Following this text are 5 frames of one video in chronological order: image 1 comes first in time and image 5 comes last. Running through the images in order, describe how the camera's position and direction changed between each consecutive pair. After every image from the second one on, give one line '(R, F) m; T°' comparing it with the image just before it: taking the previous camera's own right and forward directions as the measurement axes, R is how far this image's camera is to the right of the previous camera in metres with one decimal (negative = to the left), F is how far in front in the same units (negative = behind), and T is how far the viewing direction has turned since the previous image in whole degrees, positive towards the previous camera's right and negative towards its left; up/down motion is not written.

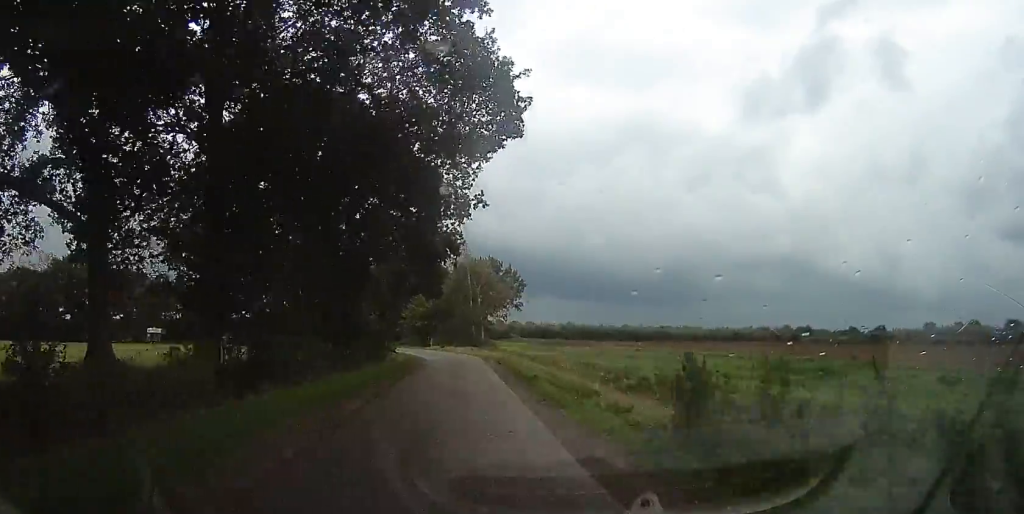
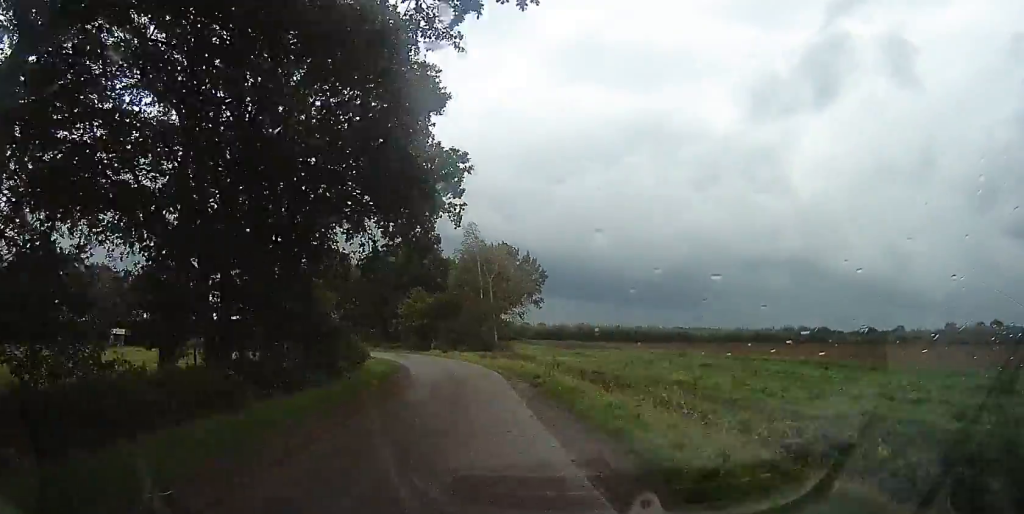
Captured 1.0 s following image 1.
(0.0, +13.5) m; -1°
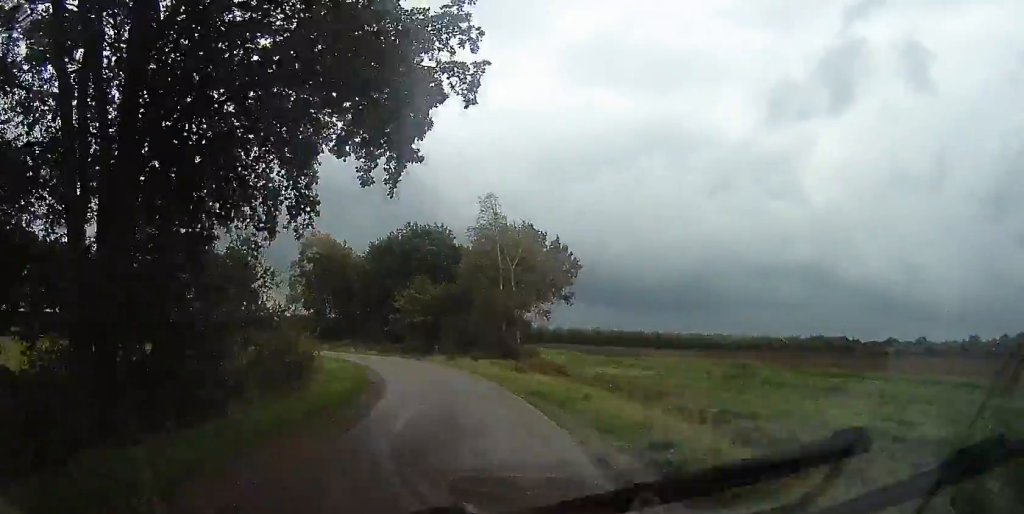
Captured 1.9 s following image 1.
(-0.1, +12.1) m; -1°
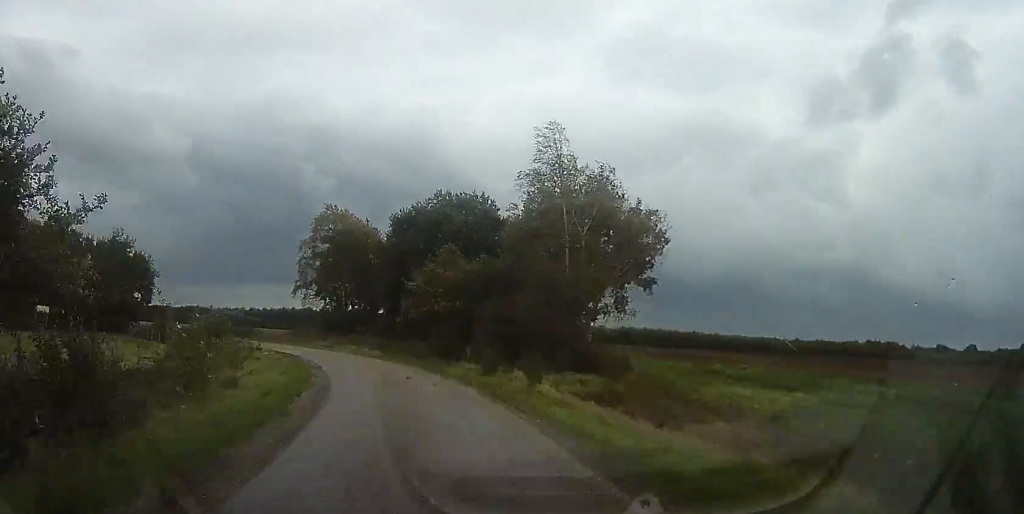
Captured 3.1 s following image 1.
(-0.3, +14.7) m; -3°
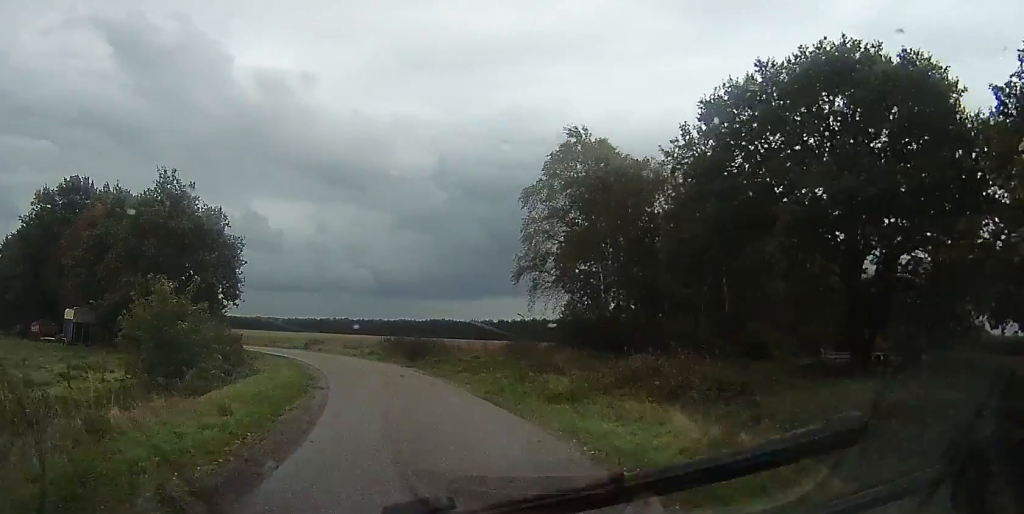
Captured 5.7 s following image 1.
(-6.1, +29.9) m; -24°
